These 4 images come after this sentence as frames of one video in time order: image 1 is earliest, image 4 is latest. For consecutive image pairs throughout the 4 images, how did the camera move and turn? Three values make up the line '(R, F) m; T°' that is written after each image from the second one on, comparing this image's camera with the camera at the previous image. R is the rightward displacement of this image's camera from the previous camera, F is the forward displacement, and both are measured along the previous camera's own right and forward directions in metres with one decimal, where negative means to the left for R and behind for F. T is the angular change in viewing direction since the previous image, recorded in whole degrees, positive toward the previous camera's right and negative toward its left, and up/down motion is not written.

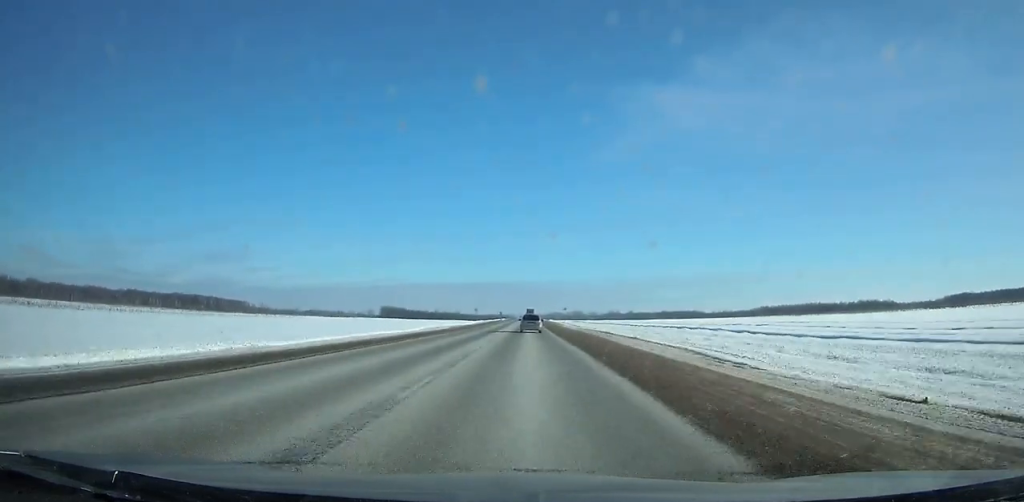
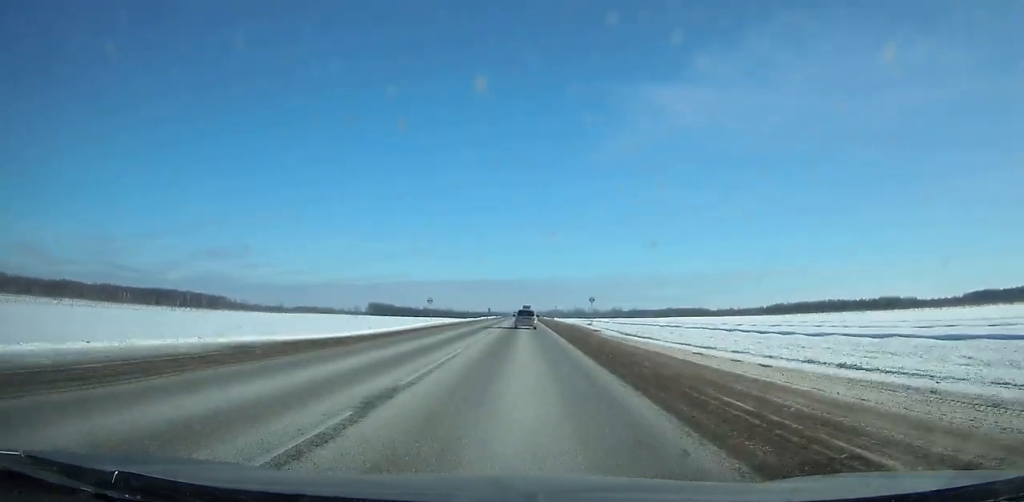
(+0.1, +58.4) m; 0°
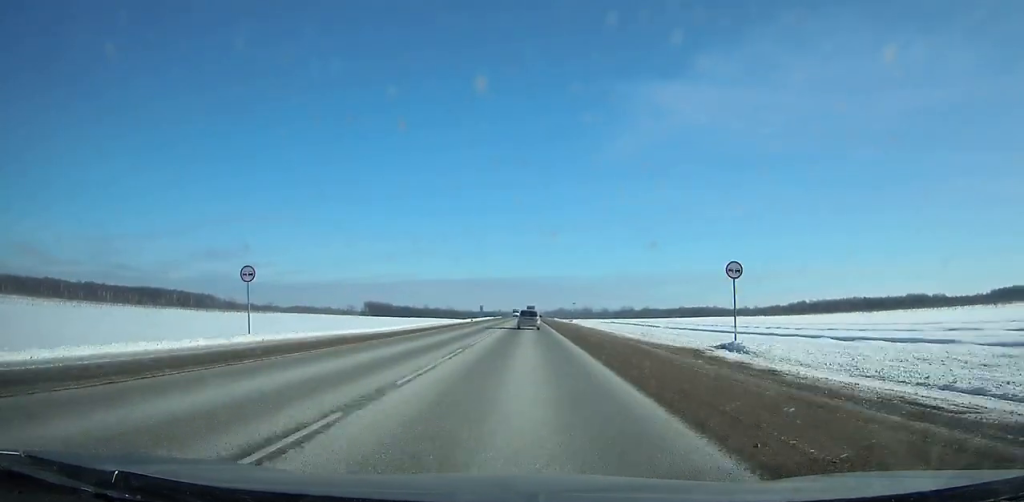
(0.0, +48.9) m; 0°
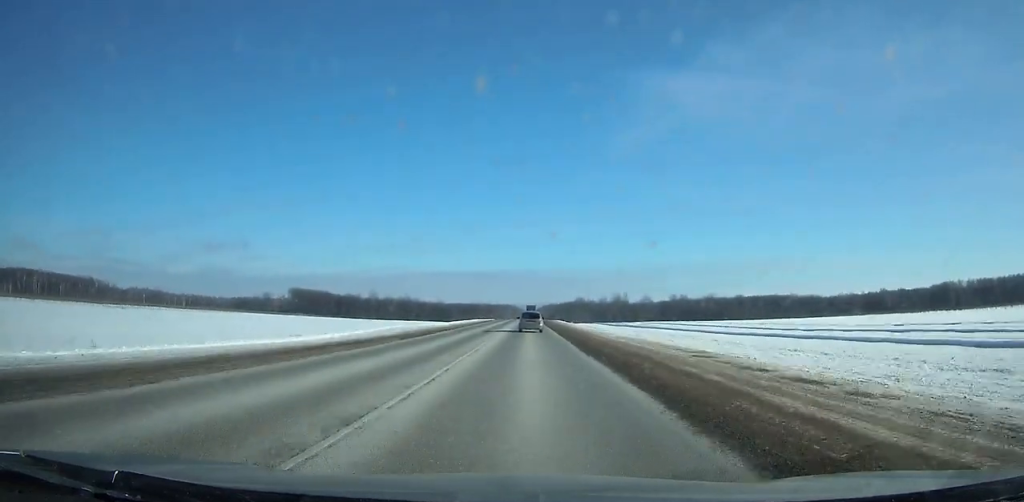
(-0.7, +264.8) m; 0°
